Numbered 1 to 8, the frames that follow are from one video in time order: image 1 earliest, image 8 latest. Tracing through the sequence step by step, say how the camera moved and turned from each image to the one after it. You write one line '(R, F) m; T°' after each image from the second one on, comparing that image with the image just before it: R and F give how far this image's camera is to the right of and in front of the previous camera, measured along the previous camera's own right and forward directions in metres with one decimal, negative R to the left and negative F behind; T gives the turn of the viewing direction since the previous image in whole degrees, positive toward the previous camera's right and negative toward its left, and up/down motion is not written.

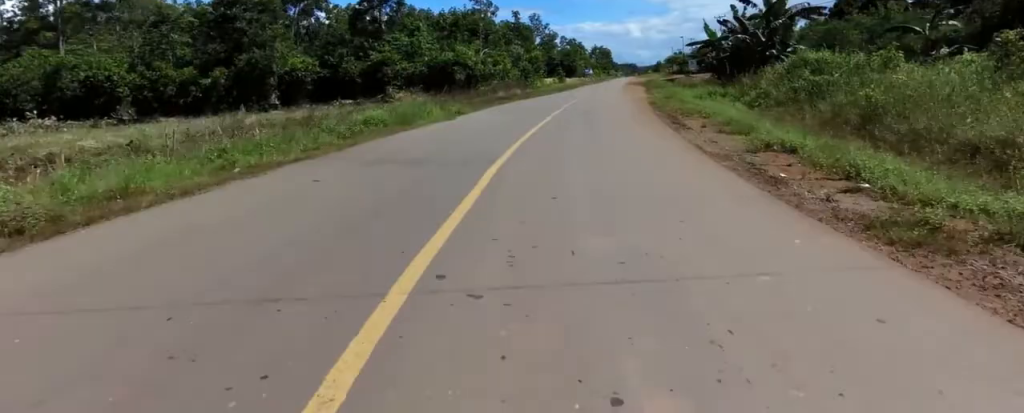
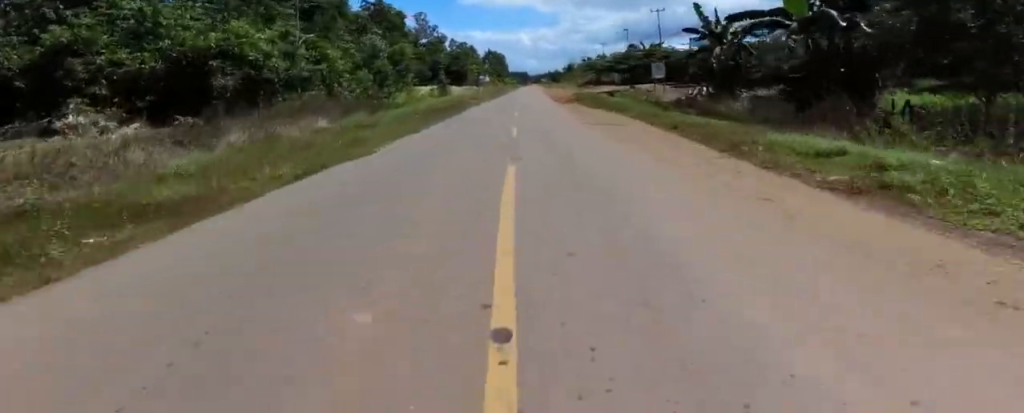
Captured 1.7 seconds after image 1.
(+1.8, +30.7) m; +13°
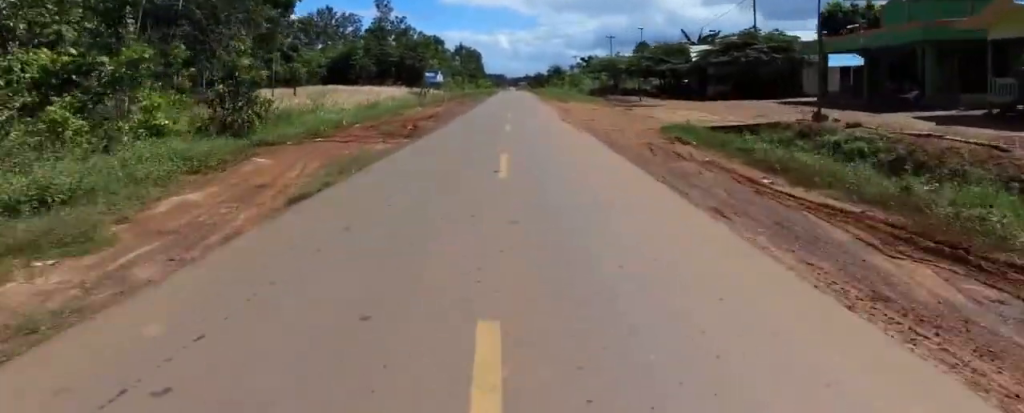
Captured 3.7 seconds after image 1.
(+8.2, +36.2) m; +9°
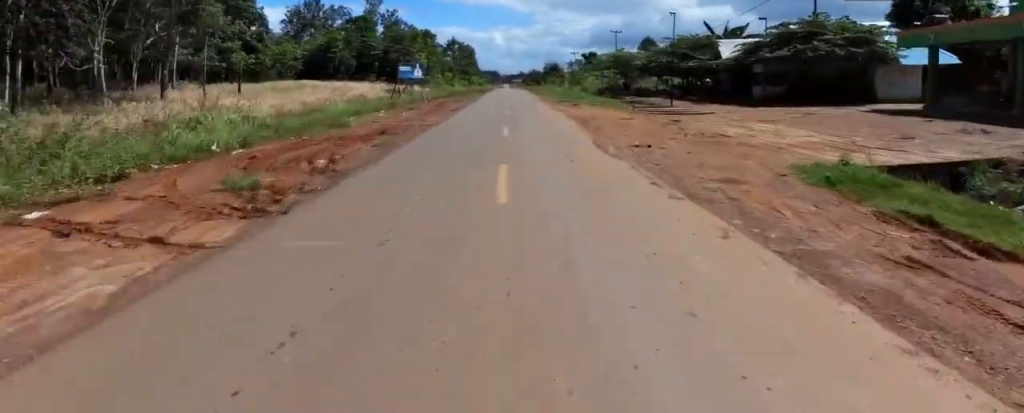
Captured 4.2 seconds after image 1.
(-1.1, +10.4) m; -7°
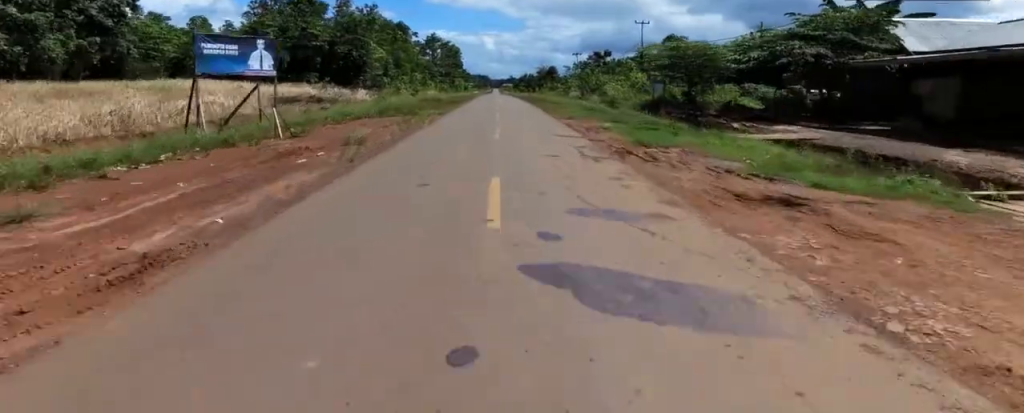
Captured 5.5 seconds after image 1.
(-0.9, +25.1) m; -2°
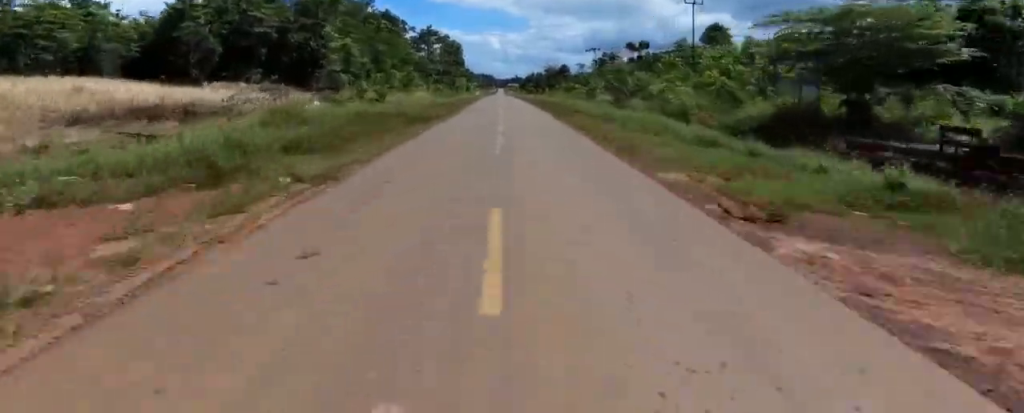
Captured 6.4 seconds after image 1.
(-0.3, +17.7) m; +6°
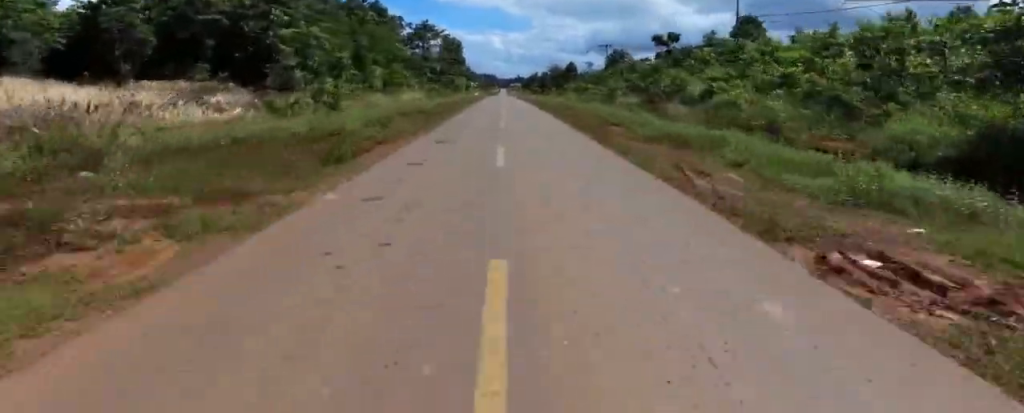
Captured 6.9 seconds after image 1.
(+1.4, +10.7) m; +4°
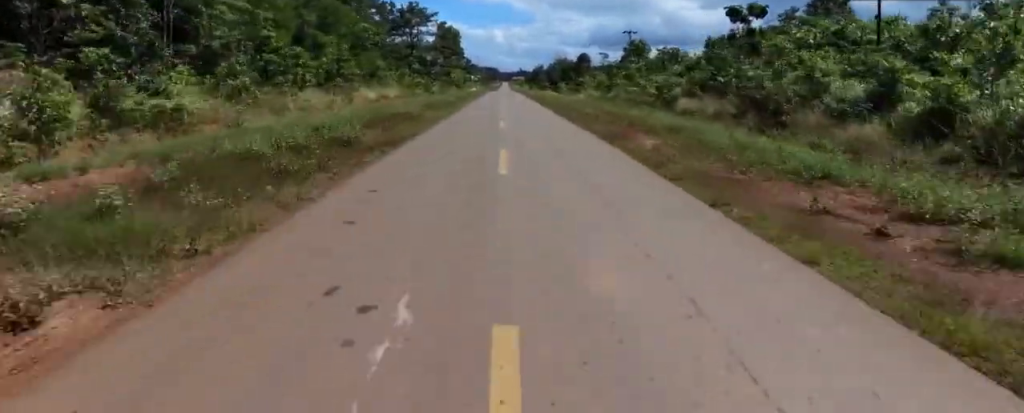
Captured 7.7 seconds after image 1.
(+0.5, +17.5) m; -1°
